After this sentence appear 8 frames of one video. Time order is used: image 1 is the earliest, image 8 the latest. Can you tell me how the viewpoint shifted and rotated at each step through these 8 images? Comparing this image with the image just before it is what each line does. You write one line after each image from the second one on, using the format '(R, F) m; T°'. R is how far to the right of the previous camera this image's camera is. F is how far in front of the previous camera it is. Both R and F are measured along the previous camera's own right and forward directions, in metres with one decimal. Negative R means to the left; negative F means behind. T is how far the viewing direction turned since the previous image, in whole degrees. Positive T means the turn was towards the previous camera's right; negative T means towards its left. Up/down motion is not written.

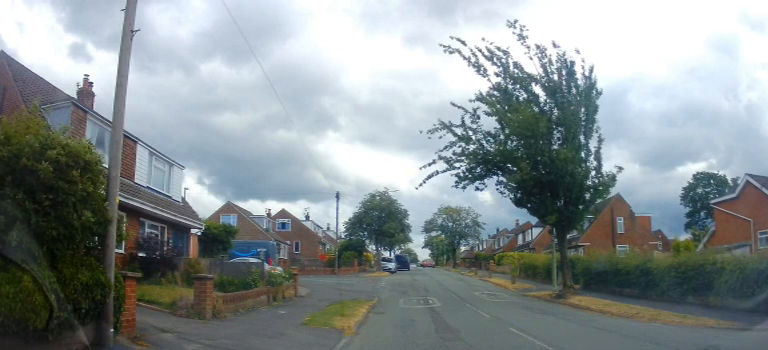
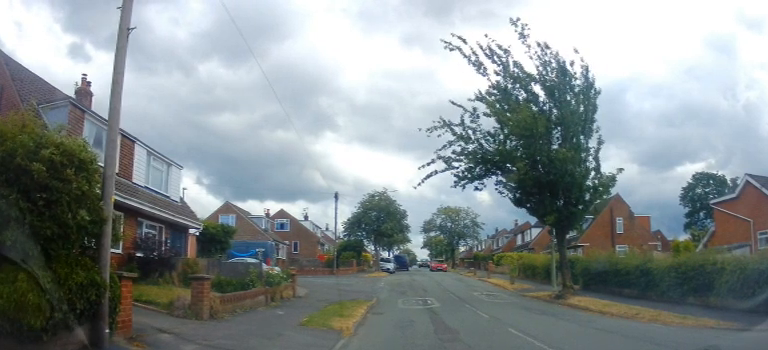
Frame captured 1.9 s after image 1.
(+0.1, +0.3) m; 0°
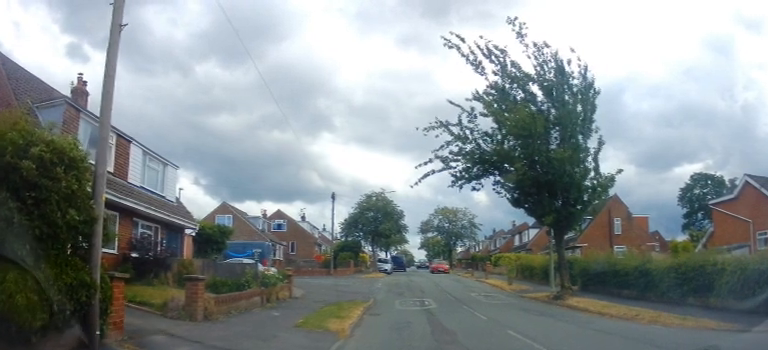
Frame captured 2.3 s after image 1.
(0.0, 0.0) m; 0°
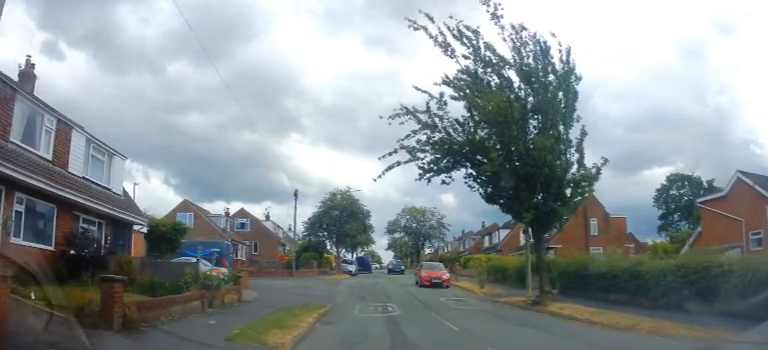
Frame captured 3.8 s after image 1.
(-0.1, +1.1) m; +4°
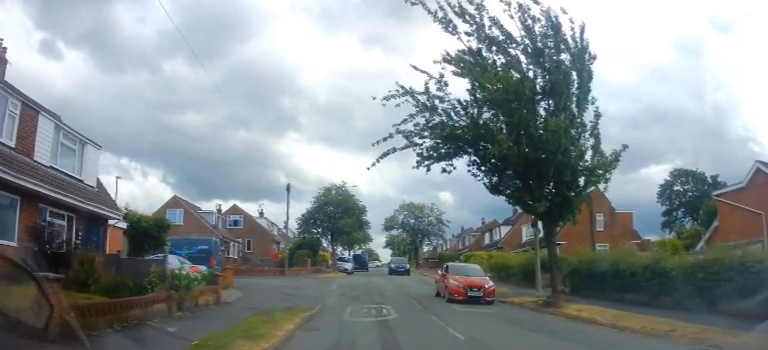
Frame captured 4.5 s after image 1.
(0.0, +1.2) m; +2°
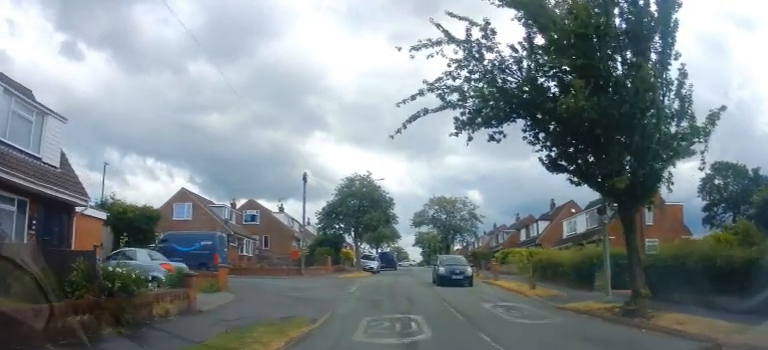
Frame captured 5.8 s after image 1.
(0.0, +3.4) m; -5°
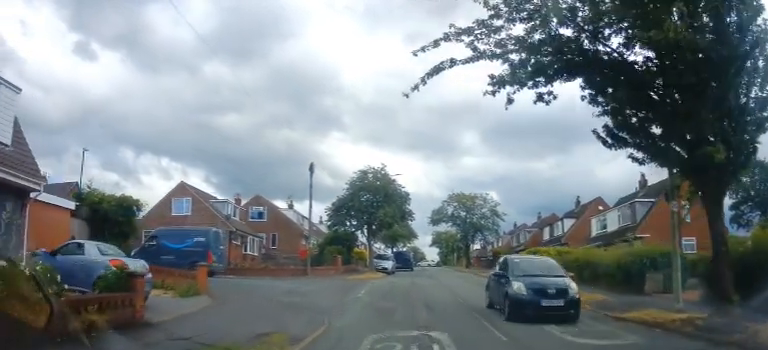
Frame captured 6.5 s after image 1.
(-0.2, +2.8) m; -3°
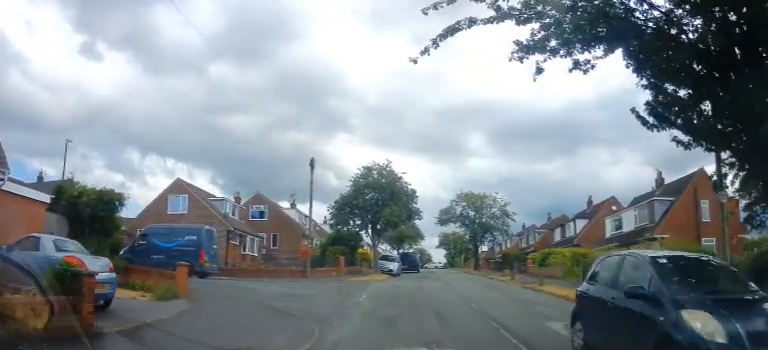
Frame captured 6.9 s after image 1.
(+0.1, +1.9) m; -1°
